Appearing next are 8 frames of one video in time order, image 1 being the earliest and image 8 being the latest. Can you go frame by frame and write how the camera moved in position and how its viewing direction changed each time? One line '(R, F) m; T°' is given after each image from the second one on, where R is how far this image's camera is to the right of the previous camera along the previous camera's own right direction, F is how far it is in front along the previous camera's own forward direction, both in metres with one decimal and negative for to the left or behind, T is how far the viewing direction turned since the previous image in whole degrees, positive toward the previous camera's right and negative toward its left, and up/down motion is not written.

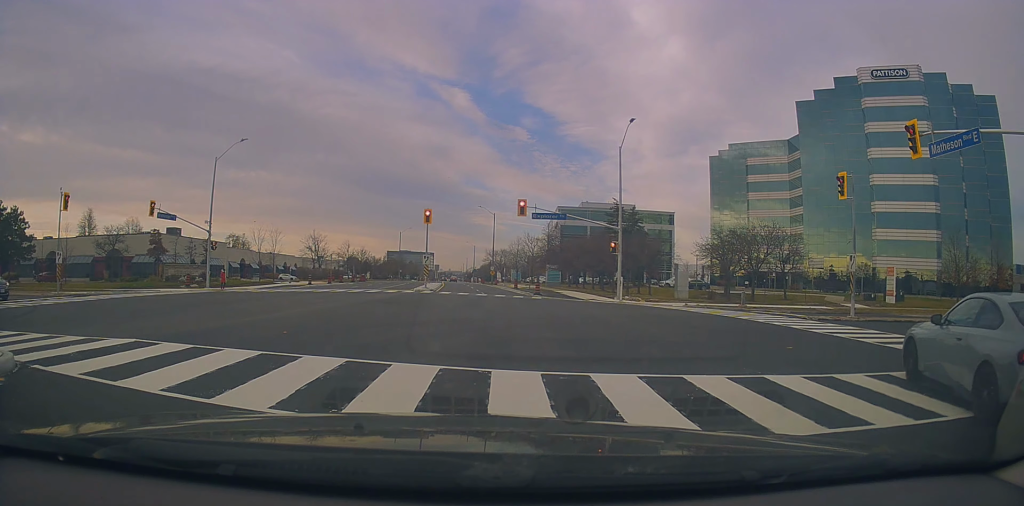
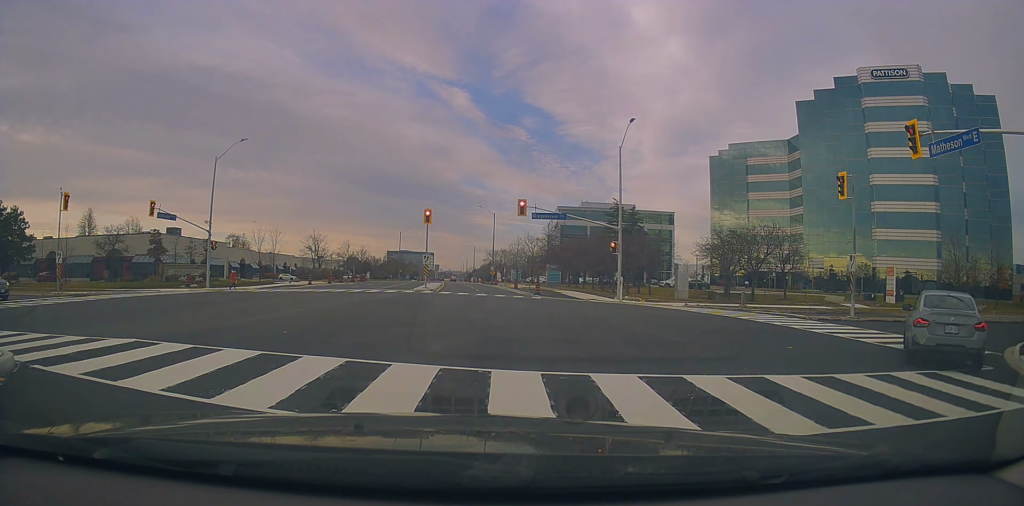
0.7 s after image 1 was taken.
(0.0, 0.0) m; 0°
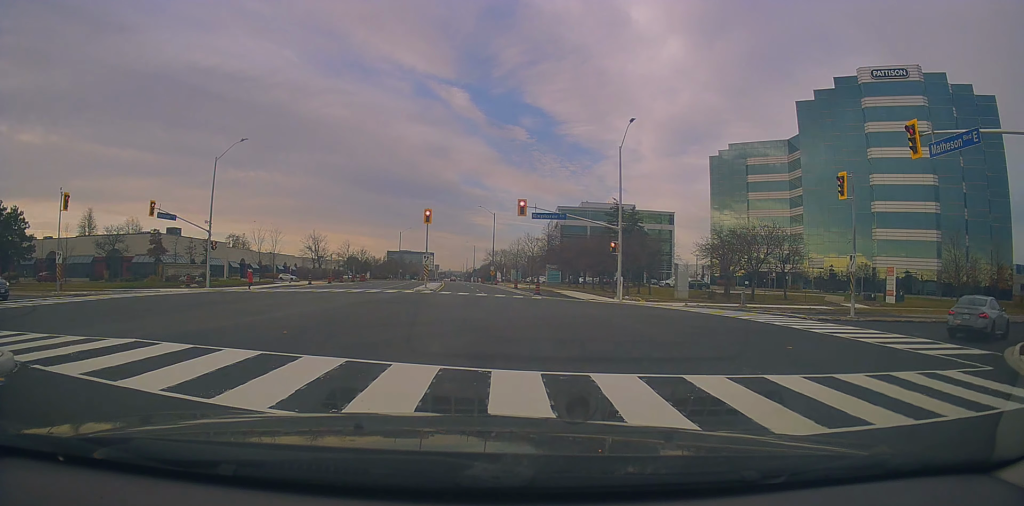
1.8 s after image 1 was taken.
(0.0, 0.0) m; 0°
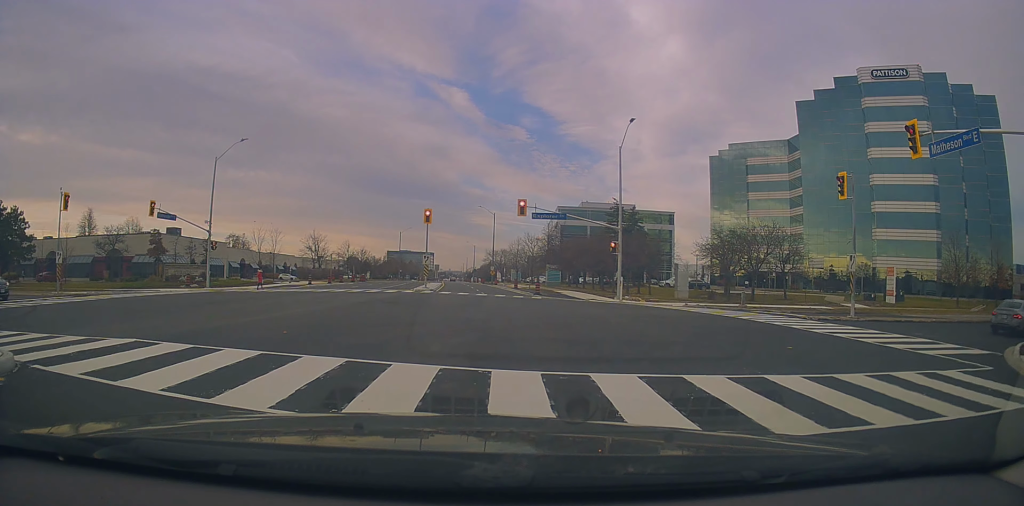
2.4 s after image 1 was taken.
(0.0, 0.0) m; 0°
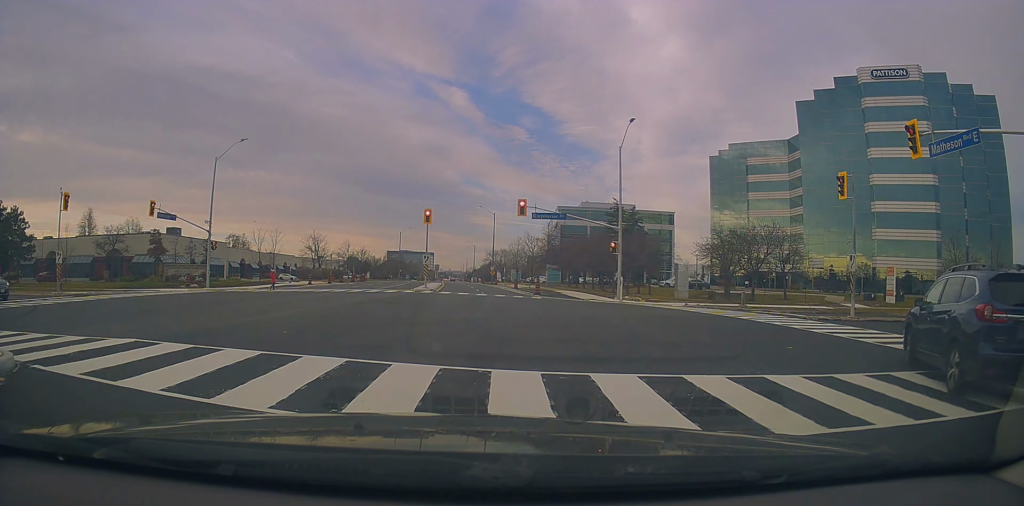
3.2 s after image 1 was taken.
(0.0, 0.0) m; 0°
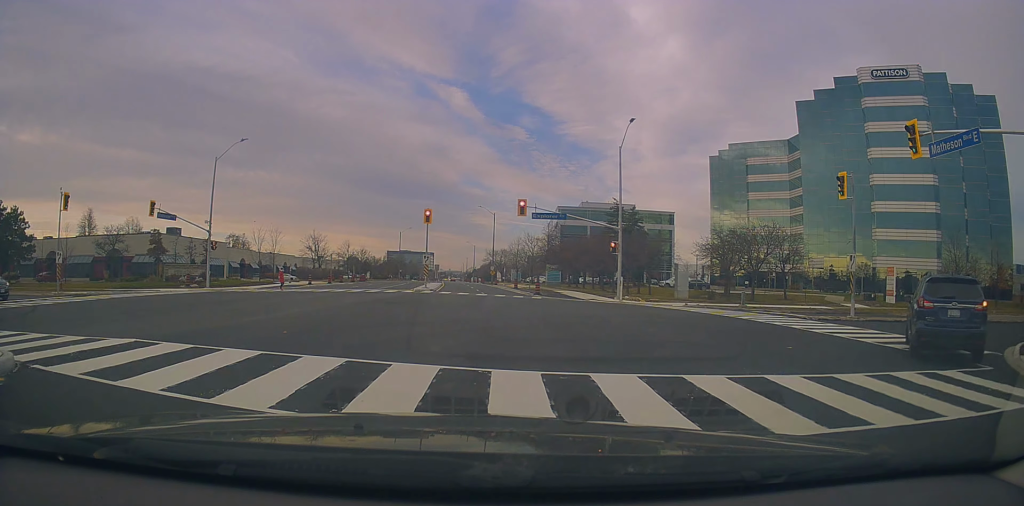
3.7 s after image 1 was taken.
(0.0, 0.0) m; 0°
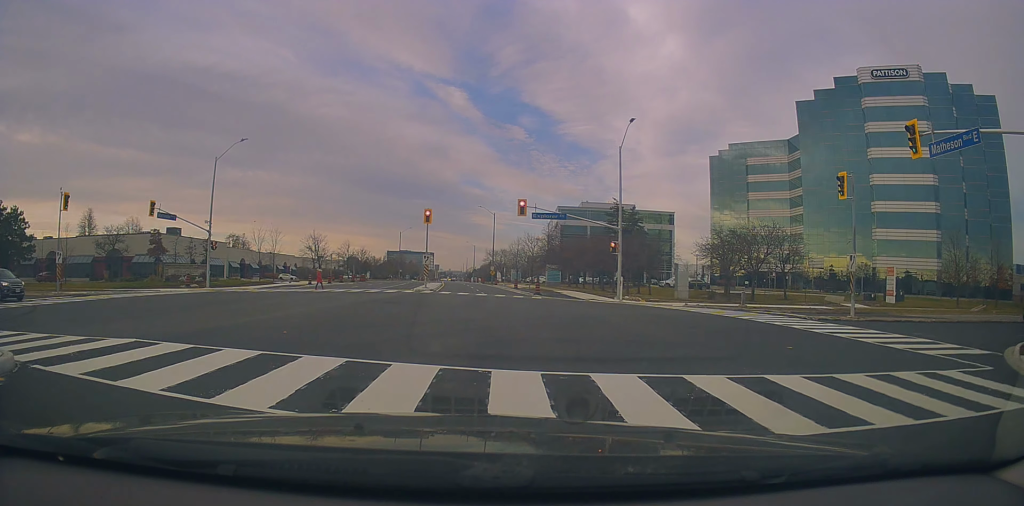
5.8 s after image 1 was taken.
(0.0, 0.0) m; 0°
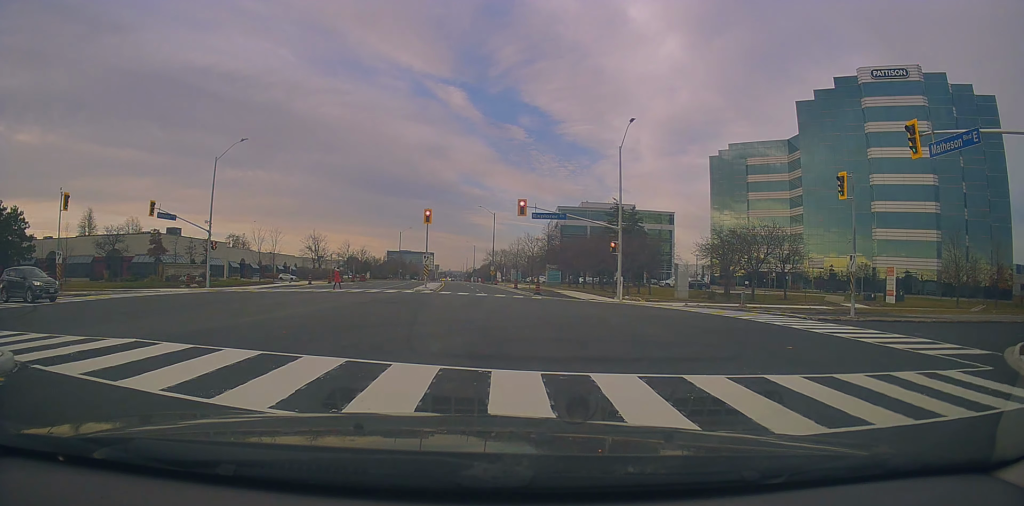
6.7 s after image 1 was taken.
(0.0, 0.0) m; 0°
